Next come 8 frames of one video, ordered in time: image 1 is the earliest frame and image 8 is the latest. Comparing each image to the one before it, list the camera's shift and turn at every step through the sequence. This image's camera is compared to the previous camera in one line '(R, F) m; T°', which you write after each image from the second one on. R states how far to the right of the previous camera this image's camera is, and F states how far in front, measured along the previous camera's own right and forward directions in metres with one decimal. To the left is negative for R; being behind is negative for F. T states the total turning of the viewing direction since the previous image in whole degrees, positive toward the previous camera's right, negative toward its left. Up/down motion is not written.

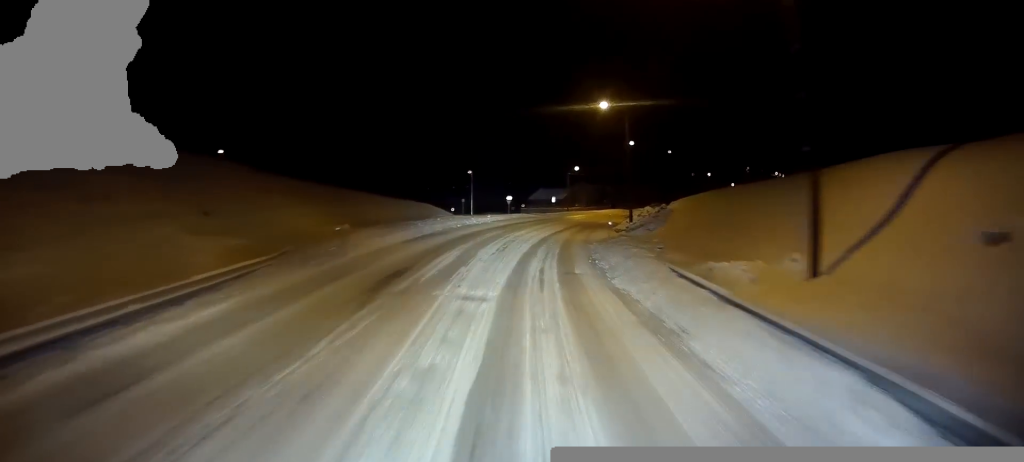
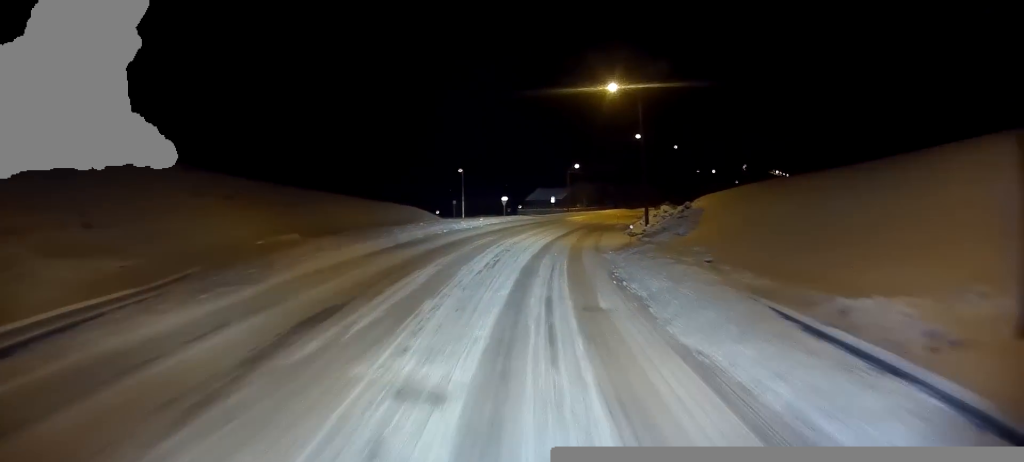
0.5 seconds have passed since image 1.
(+0.3, +6.8) m; 0°
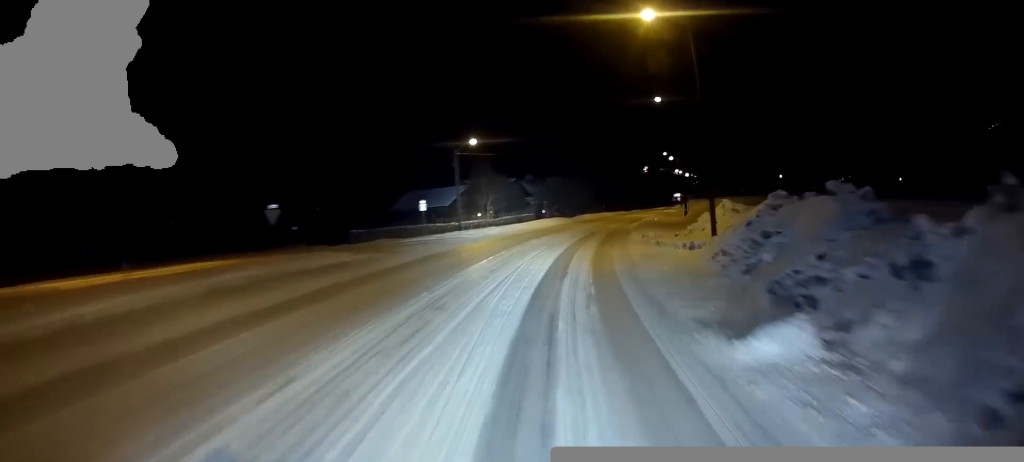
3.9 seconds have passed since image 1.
(+3.7, +46.9) m; +13°
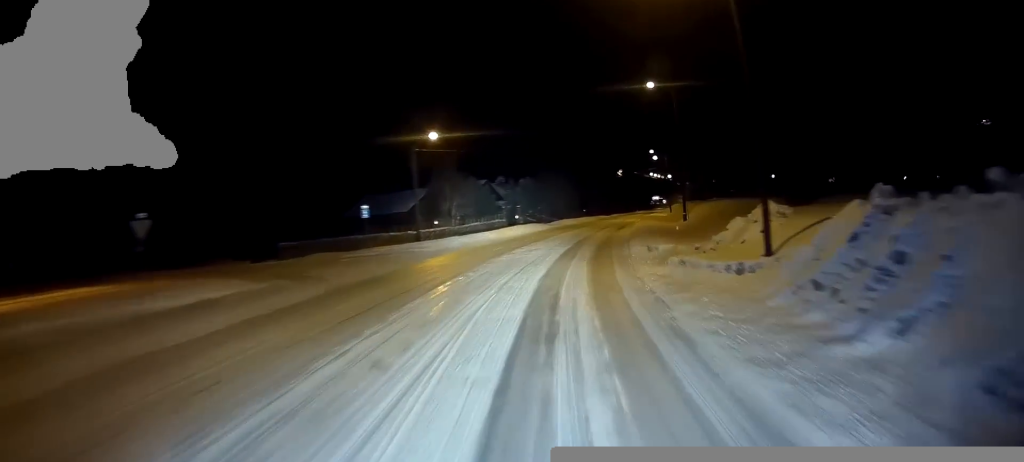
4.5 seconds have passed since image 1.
(+0.1, +8.6) m; +3°
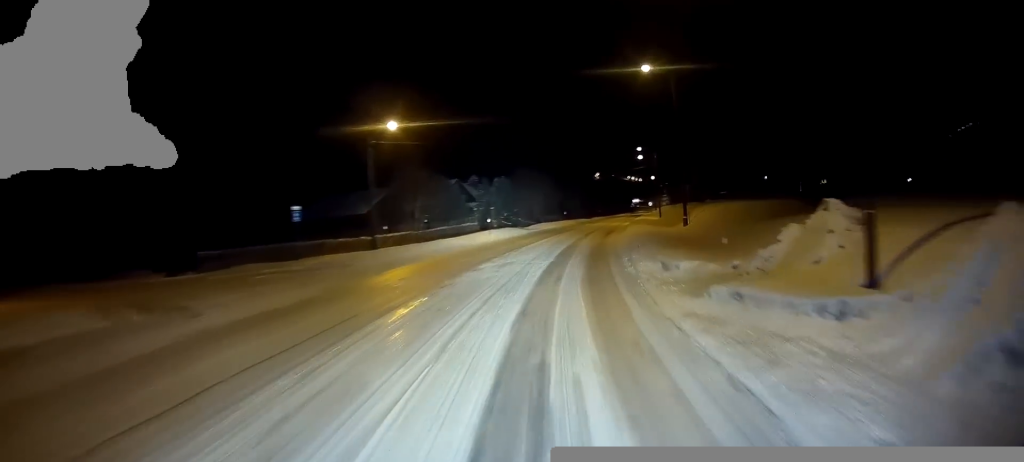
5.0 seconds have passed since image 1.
(+0.2, +6.7) m; +2°
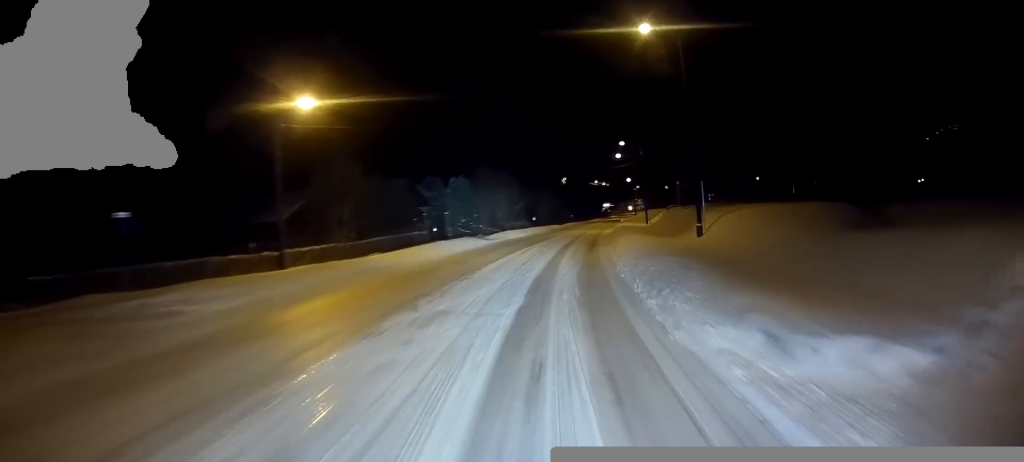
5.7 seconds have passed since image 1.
(+0.3, +10.6) m; +3°
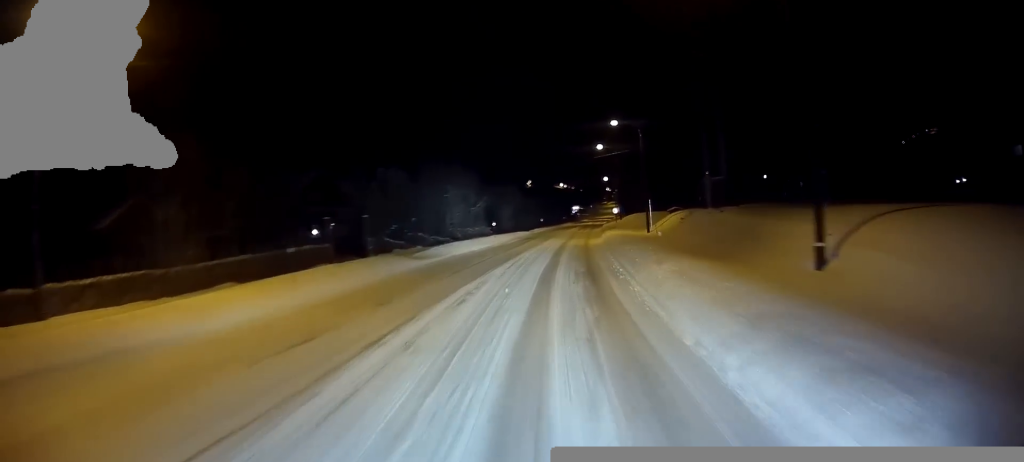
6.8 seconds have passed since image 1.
(+0.4, +15.6) m; +3°
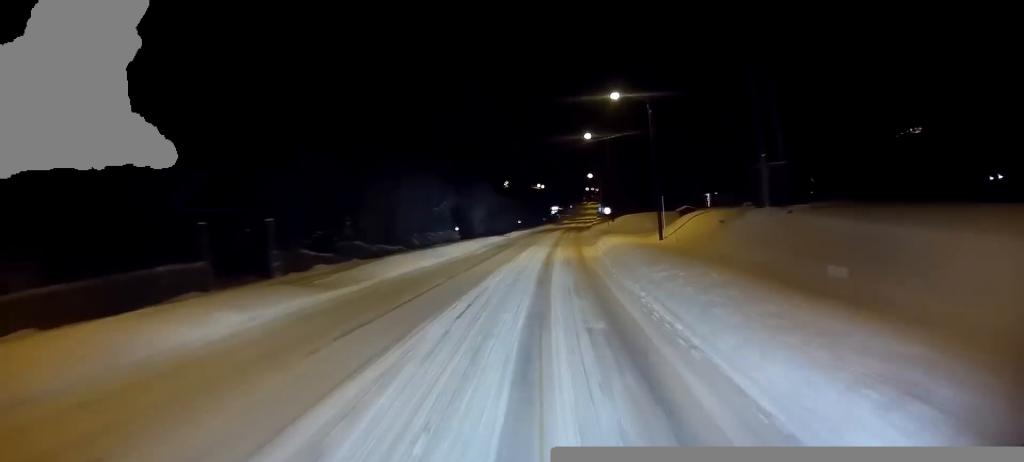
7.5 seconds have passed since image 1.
(+0.1, +10.8) m; +2°
